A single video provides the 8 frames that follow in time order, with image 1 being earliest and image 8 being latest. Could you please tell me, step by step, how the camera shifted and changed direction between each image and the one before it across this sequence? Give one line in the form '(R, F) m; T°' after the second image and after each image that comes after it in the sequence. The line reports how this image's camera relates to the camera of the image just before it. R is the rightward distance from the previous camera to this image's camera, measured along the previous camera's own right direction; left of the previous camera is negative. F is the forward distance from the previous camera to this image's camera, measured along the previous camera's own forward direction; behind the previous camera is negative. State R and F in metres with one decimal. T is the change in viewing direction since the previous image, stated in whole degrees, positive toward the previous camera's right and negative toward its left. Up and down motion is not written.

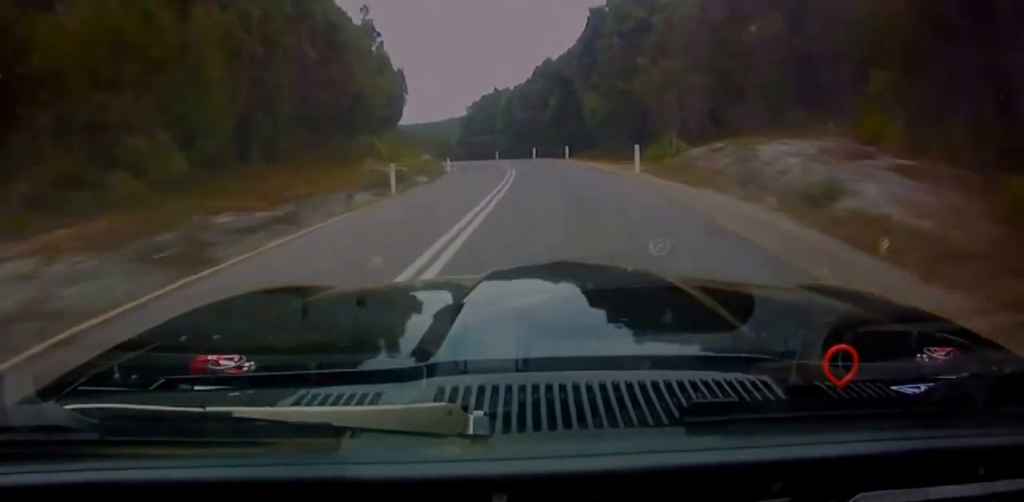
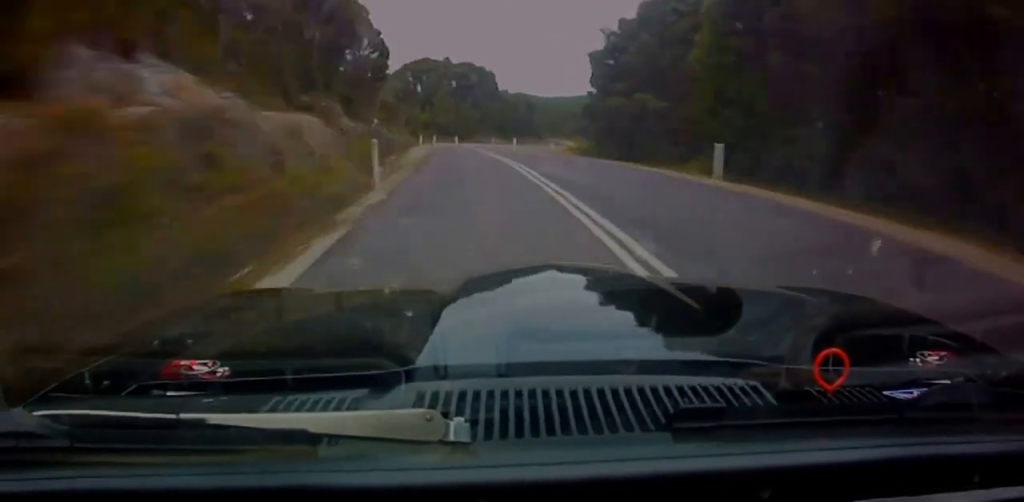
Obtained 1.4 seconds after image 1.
(-0.2, +53.9) m; -2°
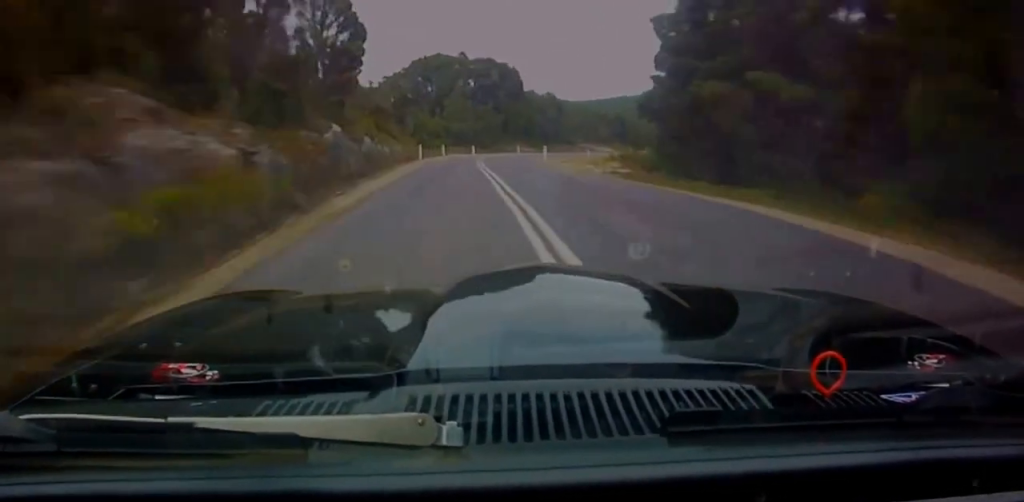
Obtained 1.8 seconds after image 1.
(+0.3, +15.1) m; -1°
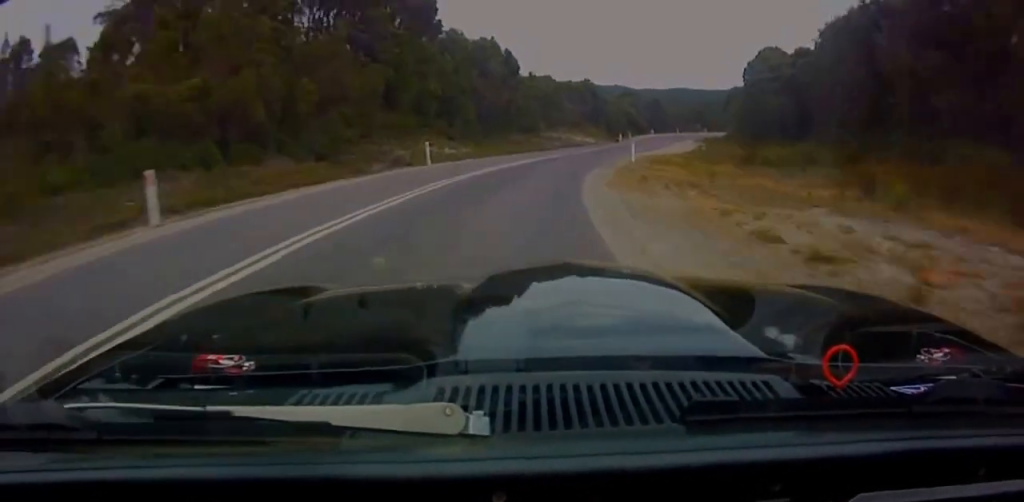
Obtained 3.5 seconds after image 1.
(+0.6, +61.6) m; +8°
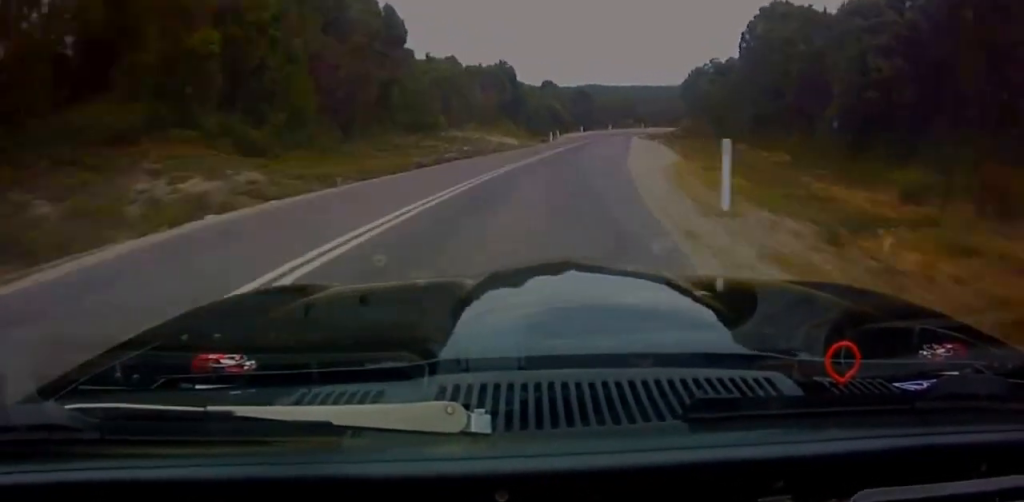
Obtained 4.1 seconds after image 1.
(+1.2, +20.0) m; +6°
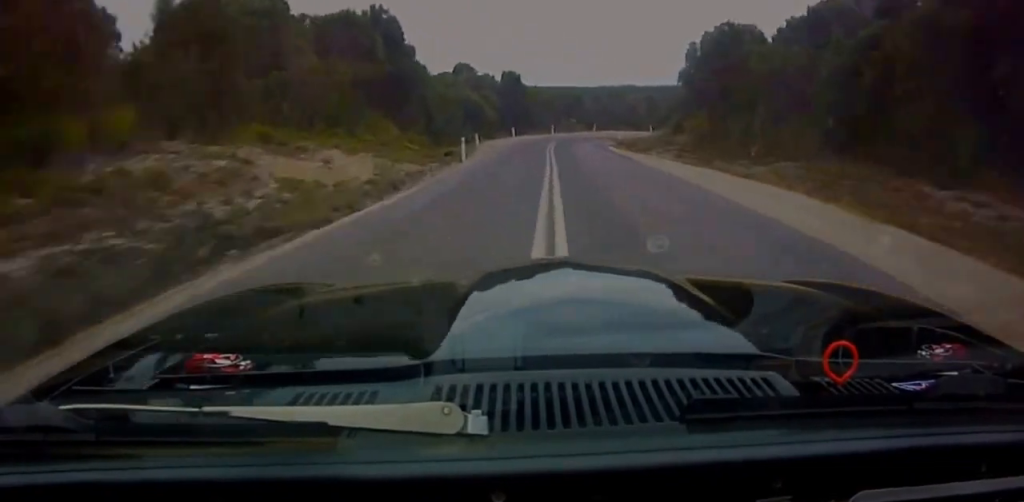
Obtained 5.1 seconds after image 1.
(+2.6, +29.0) m; +10°
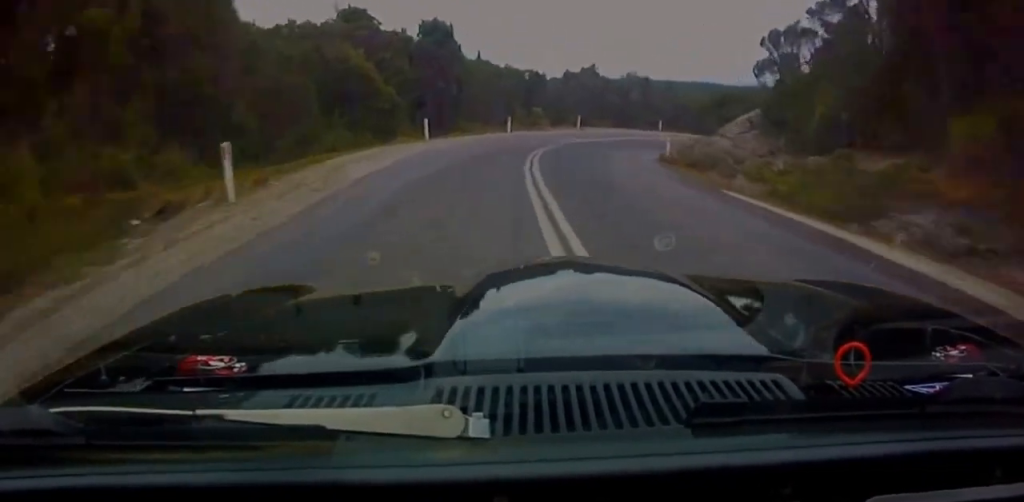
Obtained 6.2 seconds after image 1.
(+3.2, +29.5) m; +14°
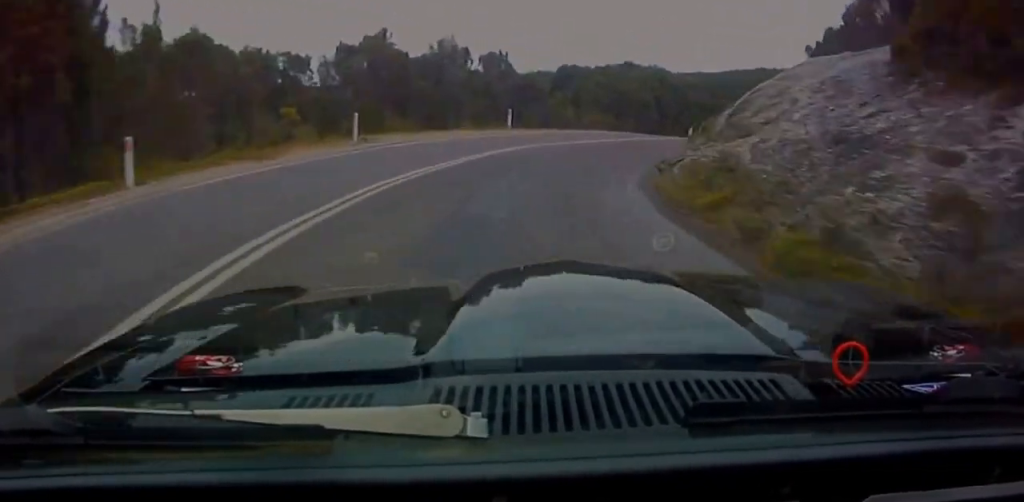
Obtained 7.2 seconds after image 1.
(+4.0, +26.9) m; +16°
